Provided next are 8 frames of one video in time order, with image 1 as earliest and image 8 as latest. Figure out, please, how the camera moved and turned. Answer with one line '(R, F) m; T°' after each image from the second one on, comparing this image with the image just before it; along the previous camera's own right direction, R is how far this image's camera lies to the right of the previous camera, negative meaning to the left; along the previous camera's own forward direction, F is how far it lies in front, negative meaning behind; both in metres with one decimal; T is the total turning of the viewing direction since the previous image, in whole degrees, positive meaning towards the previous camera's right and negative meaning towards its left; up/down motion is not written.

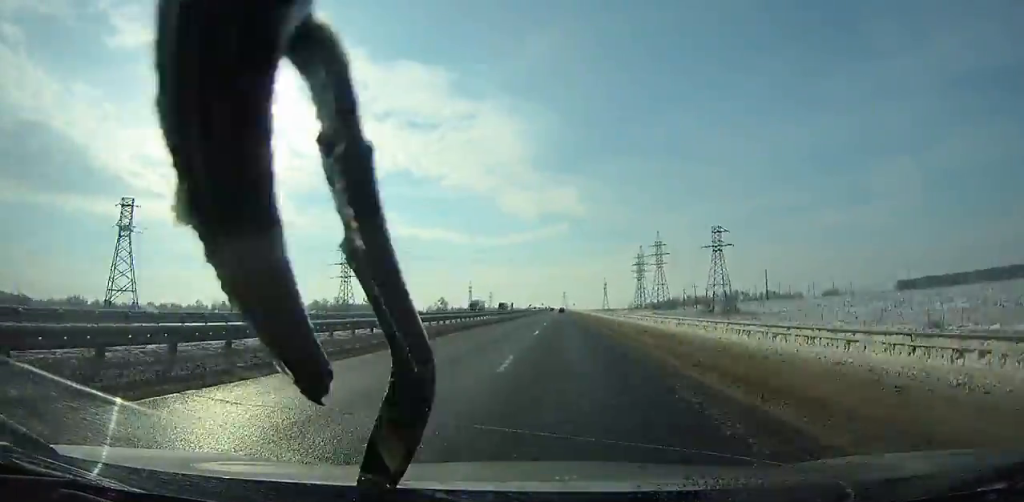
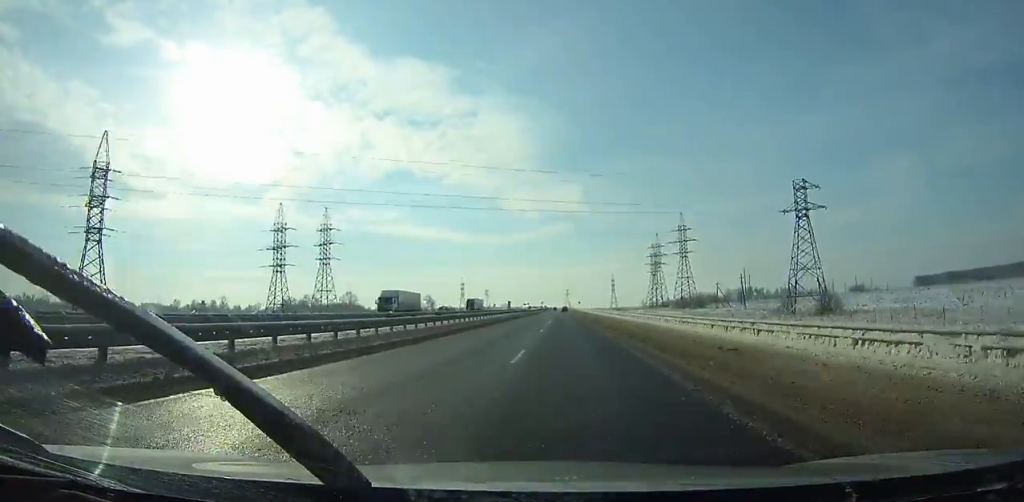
(+0.1, +45.7) m; 0°
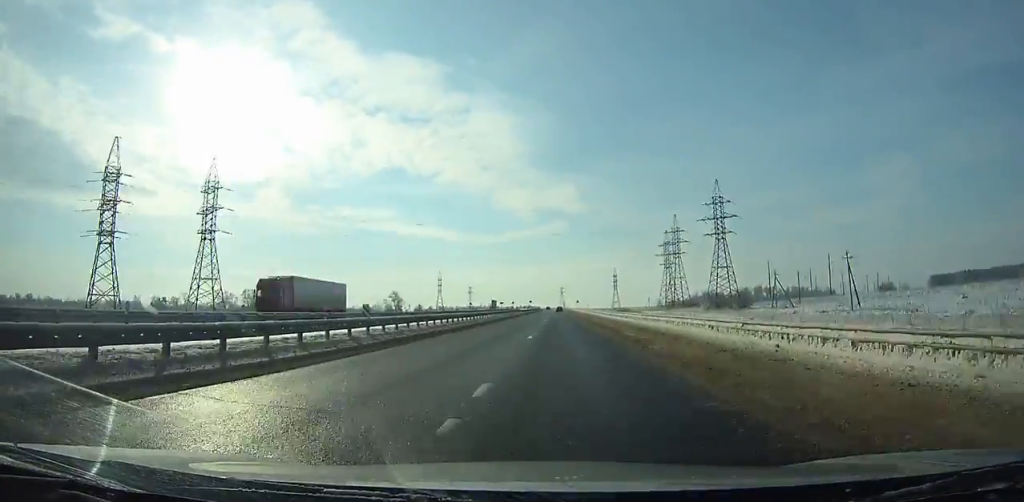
(+0.2, +56.4) m; 0°
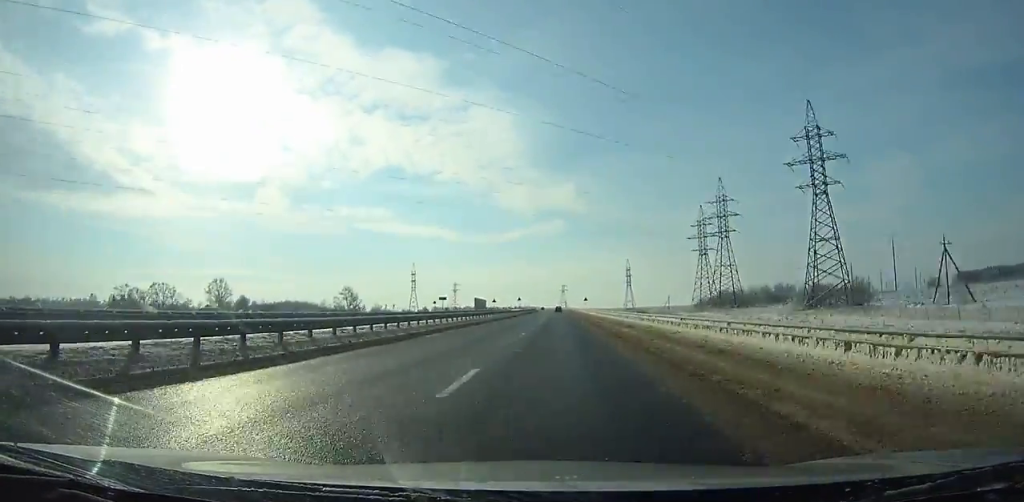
(-0.2, +62.5) m; 0°
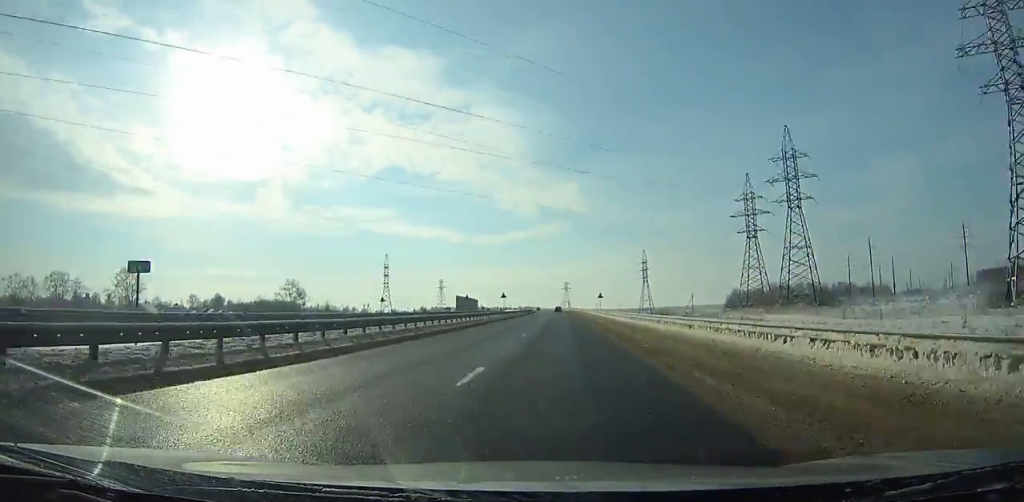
(-0.2, +47.3) m; 0°
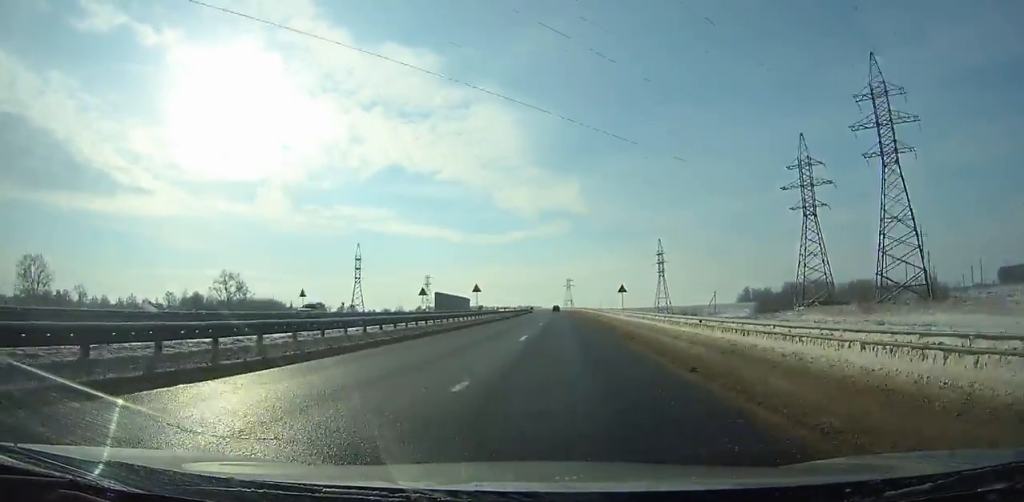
(0.0, +34.3) m; 0°
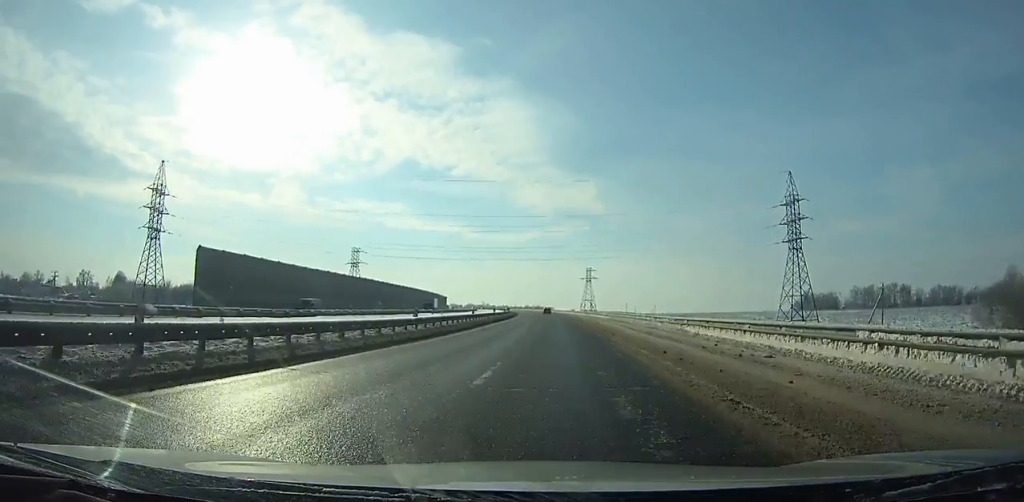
(-1.1, +109.1) m; -2°
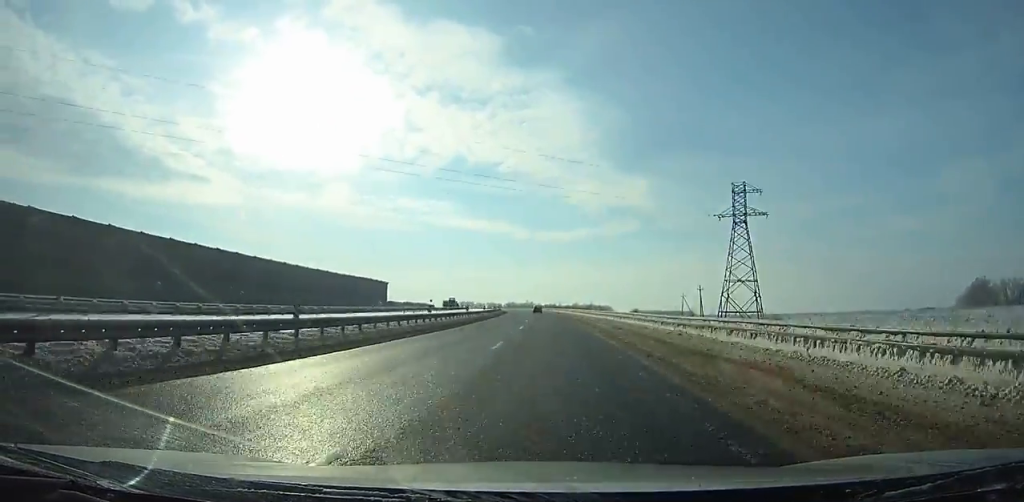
(-6.3, +150.5) m; -6°
